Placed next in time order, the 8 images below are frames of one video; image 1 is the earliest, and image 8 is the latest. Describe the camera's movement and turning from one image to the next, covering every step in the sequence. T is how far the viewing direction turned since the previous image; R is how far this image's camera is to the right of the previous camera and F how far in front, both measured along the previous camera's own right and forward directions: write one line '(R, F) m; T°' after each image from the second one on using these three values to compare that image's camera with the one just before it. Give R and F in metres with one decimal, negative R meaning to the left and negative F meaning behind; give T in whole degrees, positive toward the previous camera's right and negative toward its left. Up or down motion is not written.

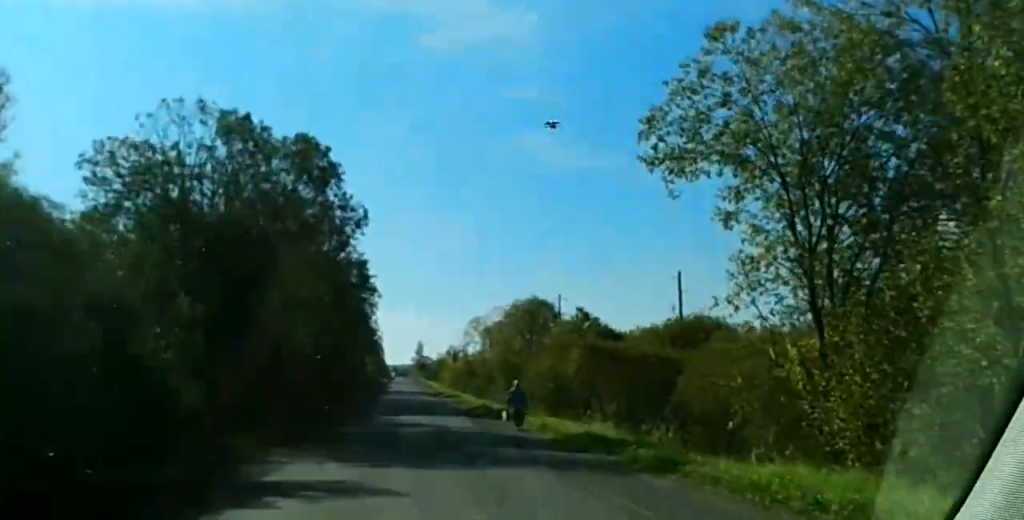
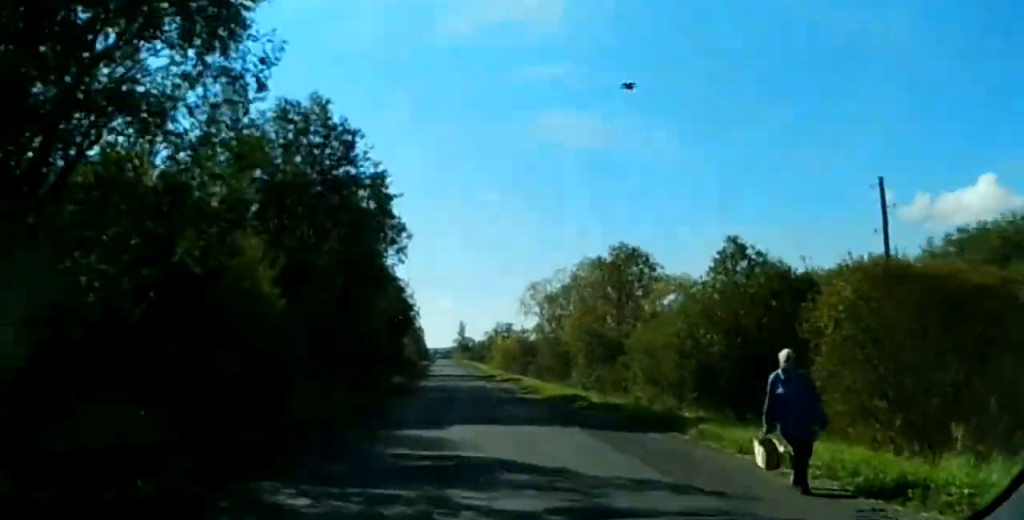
(0.0, +20.3) m; 0°
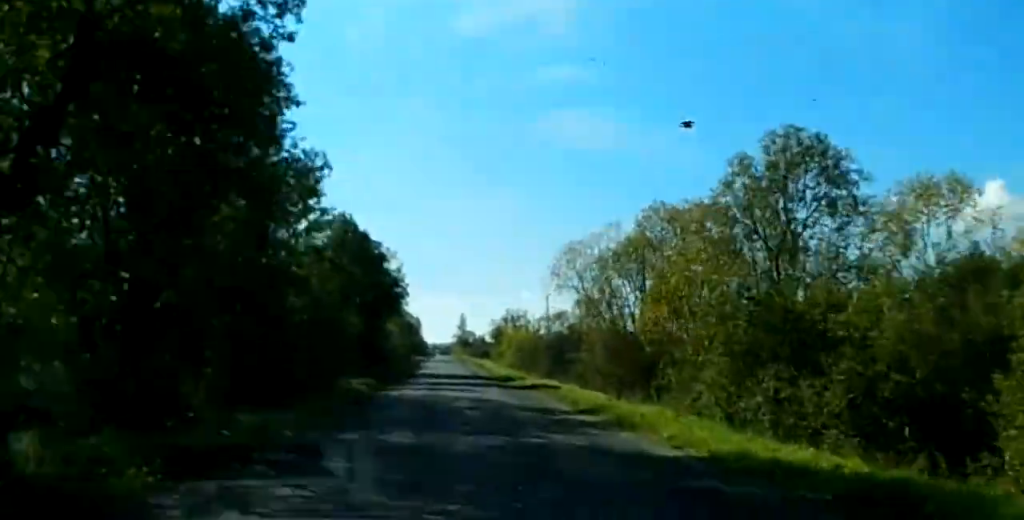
(0.0, +27.7) m; 0°
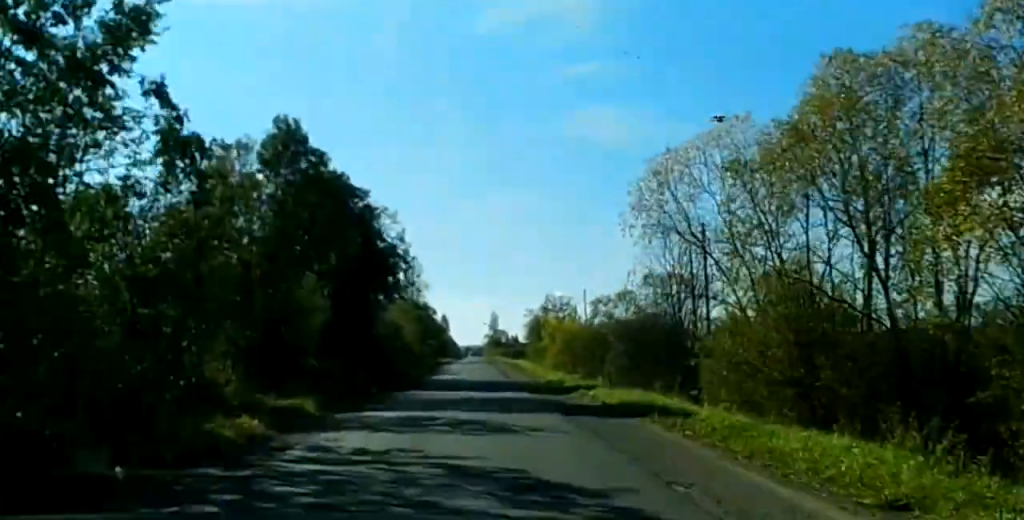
(0.0, +24.2) m; 0°
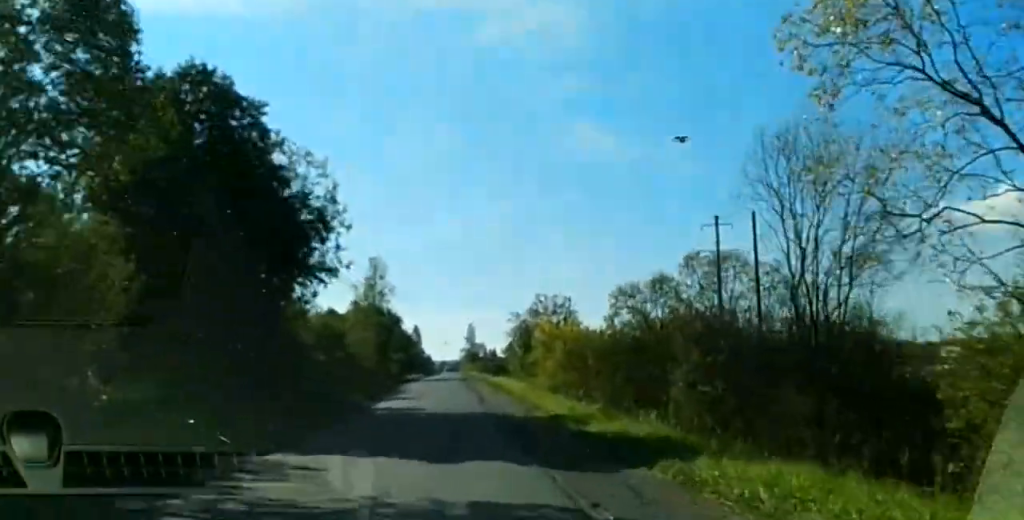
(0.0, +19.8) m; 0°
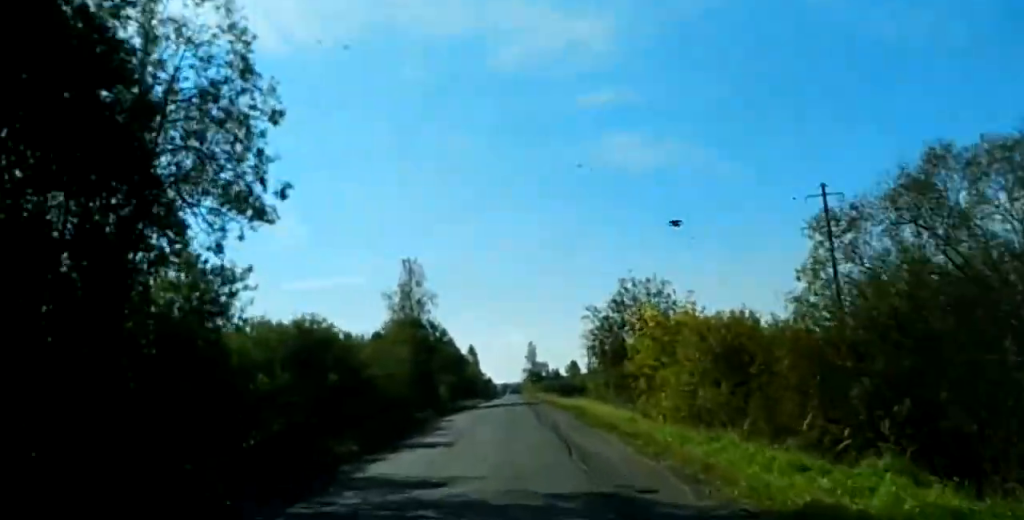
(0.0, +21.0) m; 0°
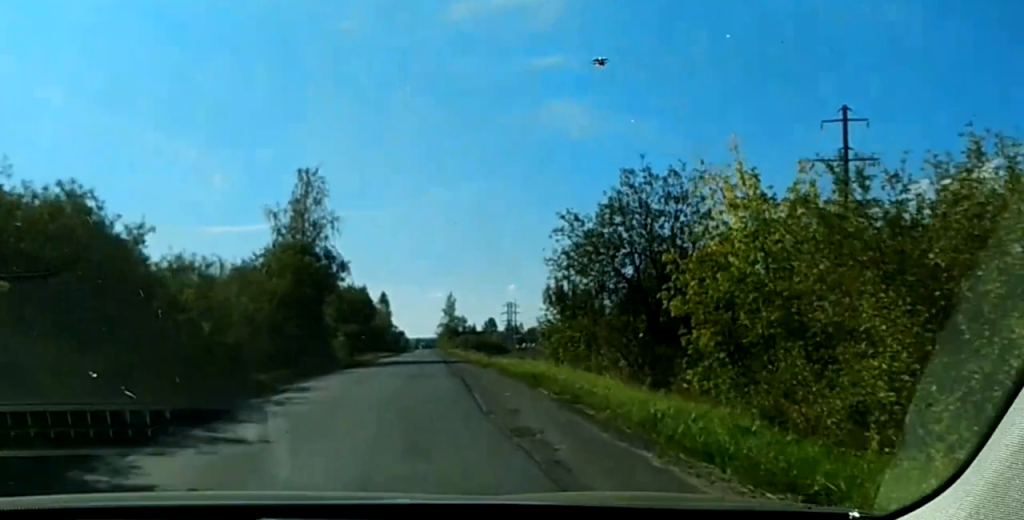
(0.0, +21.3) m; 0°
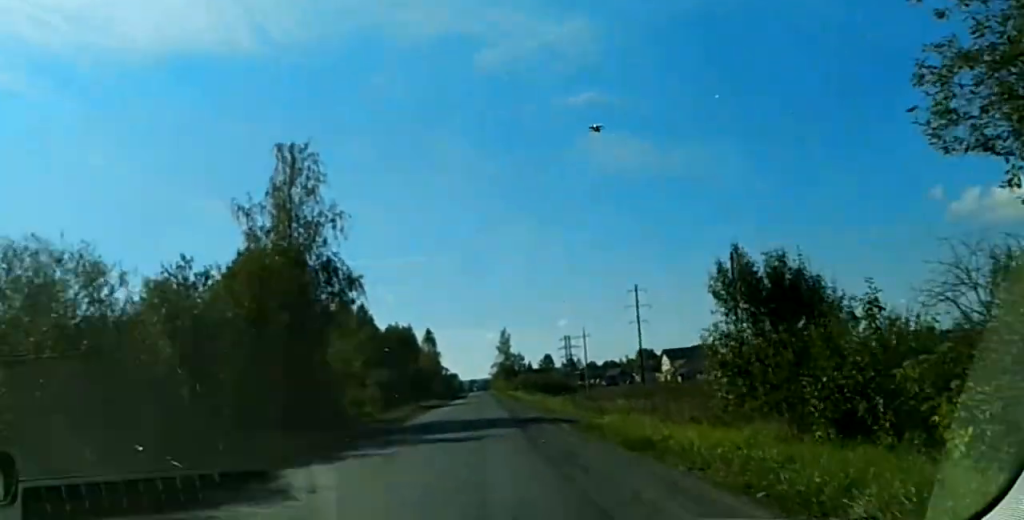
(0.0, +24.4) m; 0°
